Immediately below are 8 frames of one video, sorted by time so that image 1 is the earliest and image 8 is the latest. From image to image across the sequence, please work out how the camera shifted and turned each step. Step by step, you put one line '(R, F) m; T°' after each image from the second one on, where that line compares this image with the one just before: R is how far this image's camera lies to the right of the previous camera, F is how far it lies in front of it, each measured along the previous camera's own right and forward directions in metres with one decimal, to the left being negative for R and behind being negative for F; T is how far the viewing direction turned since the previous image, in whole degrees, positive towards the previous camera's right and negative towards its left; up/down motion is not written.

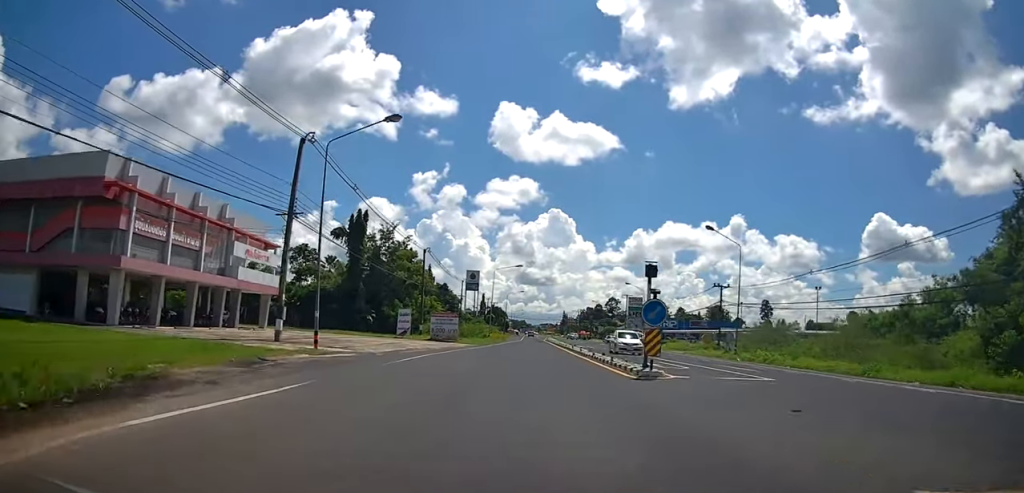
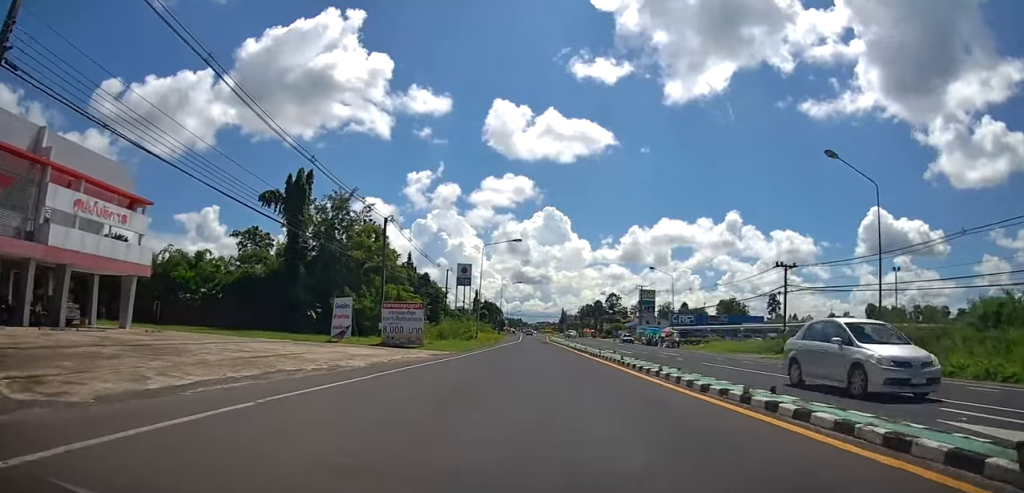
(-0.8, +18.3) m; -3°
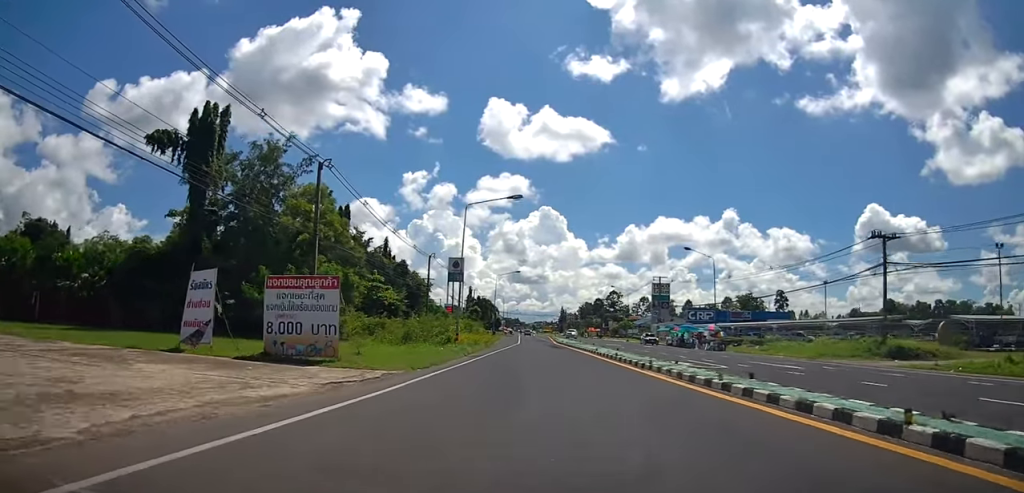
(0.0, +16.0) m; +3°
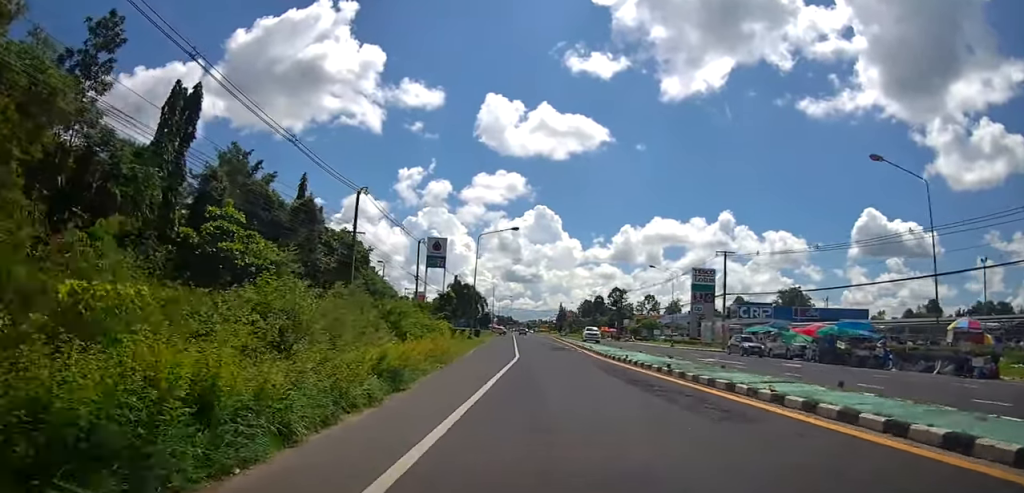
(+0.1, +32.3) m; 0°
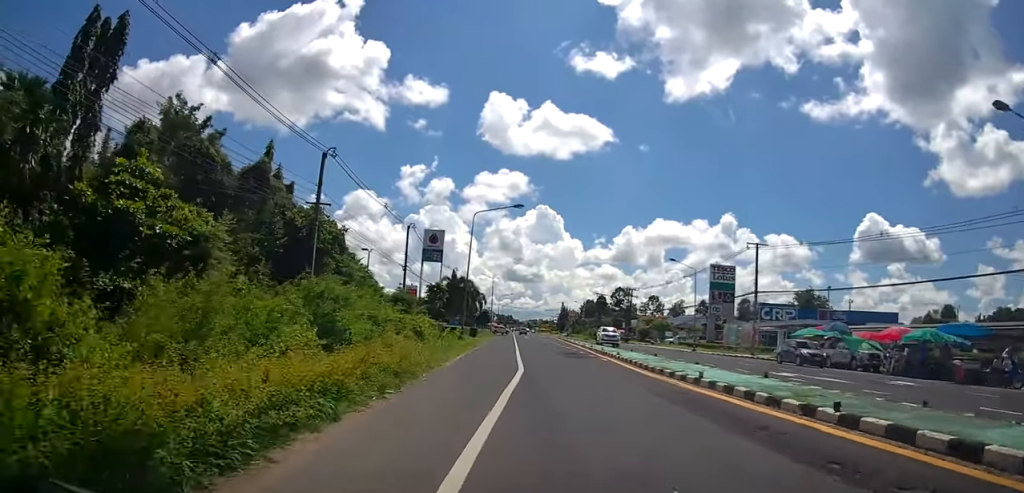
(+0.5, +8.3) m; 0°
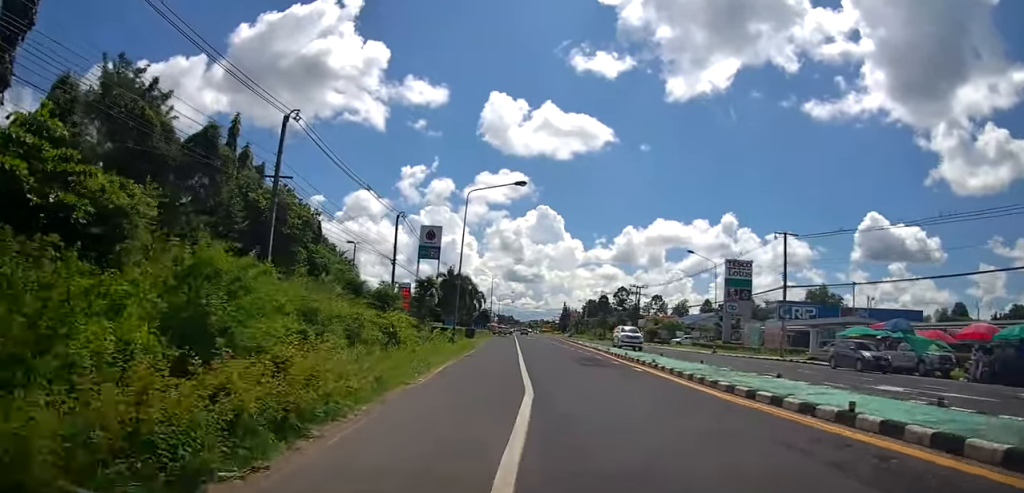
(+0.3, +6.3) m; 0°
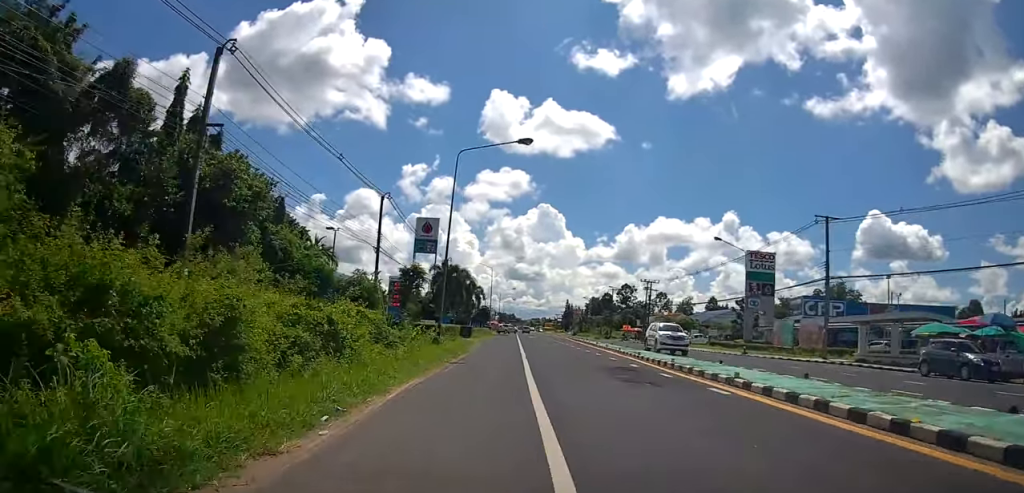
(-0.4, +7.1) m; -2°
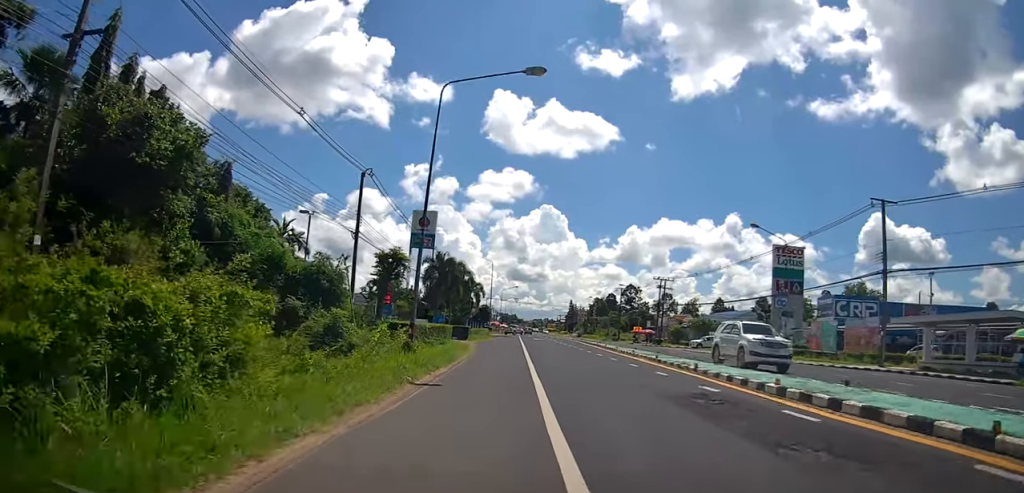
(-0.2, +7.5) m; -1°
